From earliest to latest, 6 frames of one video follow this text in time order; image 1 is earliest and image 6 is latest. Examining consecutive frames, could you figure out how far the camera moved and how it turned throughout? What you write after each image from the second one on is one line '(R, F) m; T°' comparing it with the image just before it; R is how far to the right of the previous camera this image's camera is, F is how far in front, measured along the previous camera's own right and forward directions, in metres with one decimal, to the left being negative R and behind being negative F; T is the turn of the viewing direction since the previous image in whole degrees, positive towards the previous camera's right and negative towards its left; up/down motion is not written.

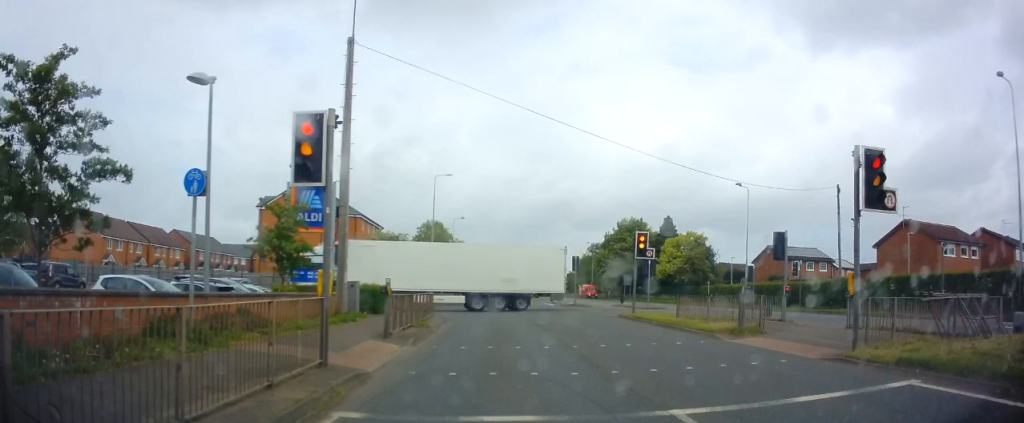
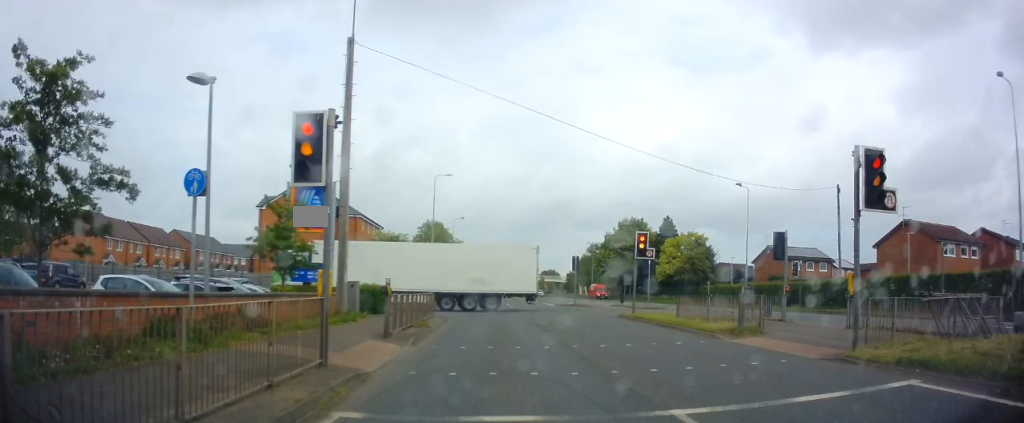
(0.0, 0.0) m; 0°
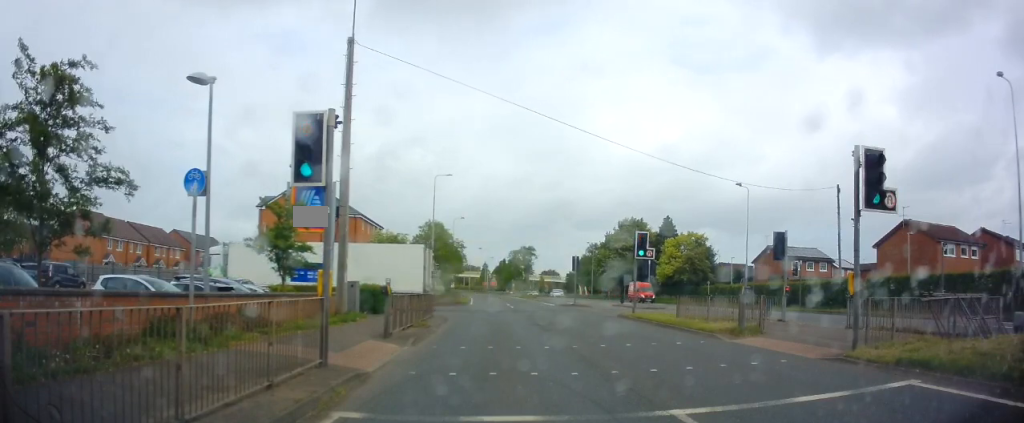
(0.0, 0.0) m; 0°
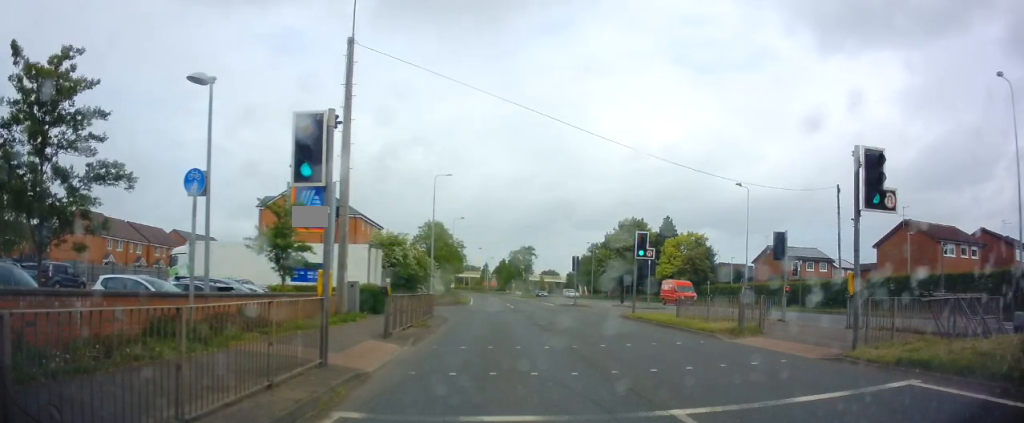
(0.0, 0.0) m; 0°
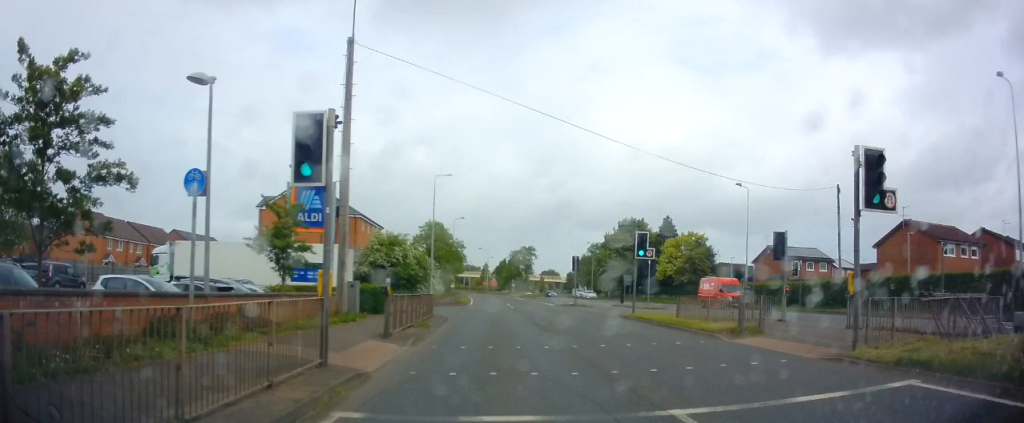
(0.0, 0.0) m; 0°
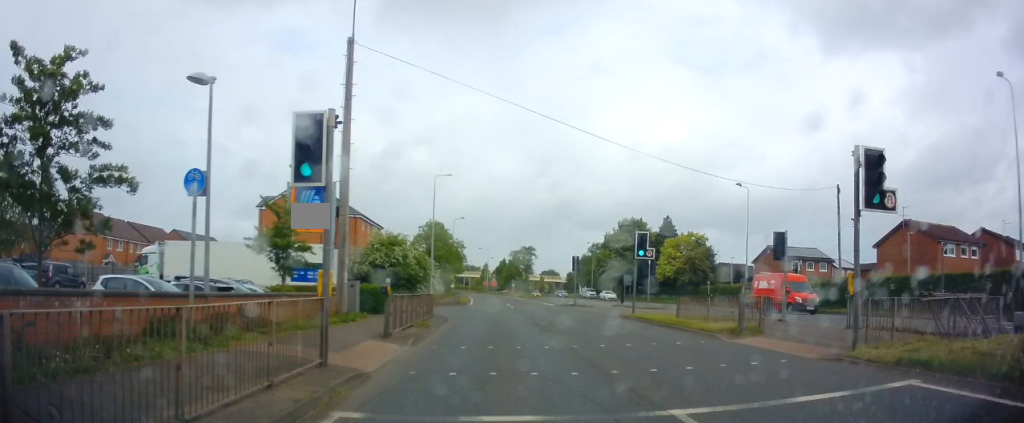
(0.0, 0.0) m; 0°
